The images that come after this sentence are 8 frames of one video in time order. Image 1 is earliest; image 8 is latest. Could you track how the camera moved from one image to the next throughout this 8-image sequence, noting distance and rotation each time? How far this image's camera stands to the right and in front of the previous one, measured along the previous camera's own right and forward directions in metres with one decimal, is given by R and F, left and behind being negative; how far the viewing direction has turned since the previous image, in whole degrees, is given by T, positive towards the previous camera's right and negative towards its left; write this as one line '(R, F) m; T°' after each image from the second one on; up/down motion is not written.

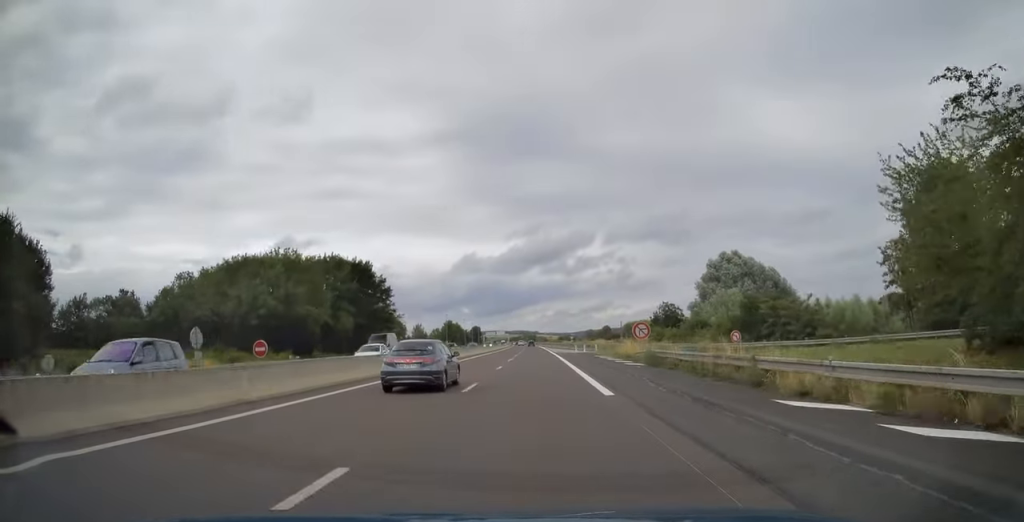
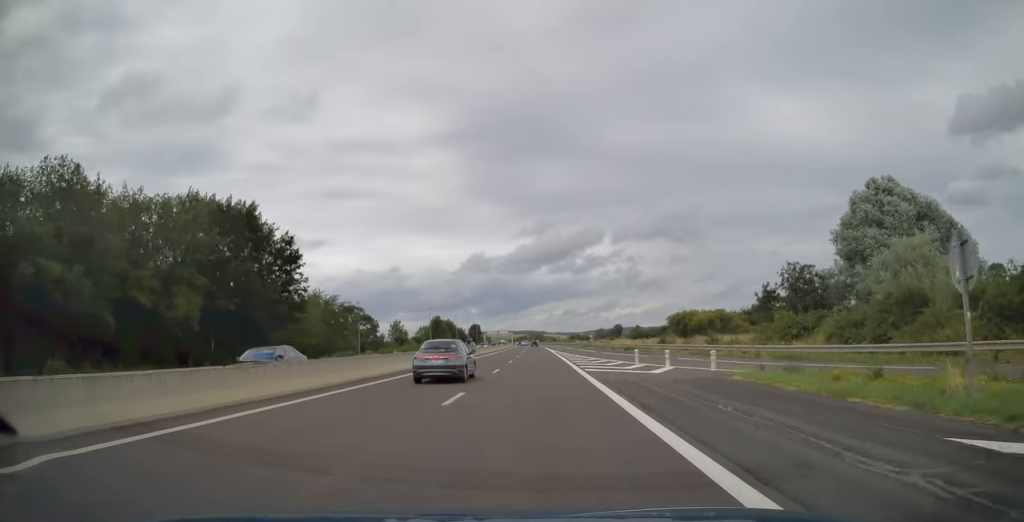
(-0.2, +43.1) m; -1°
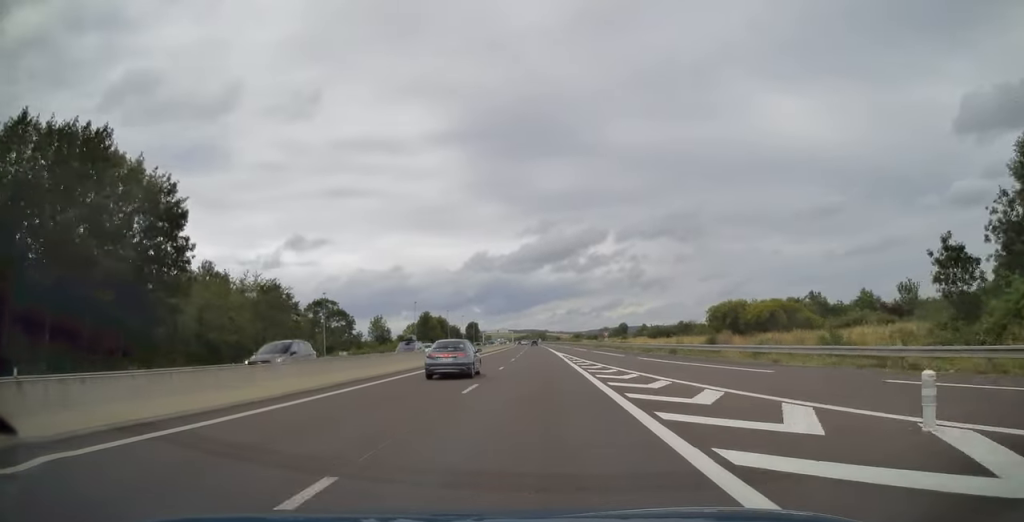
(-0.1, +23.2) m; 0°
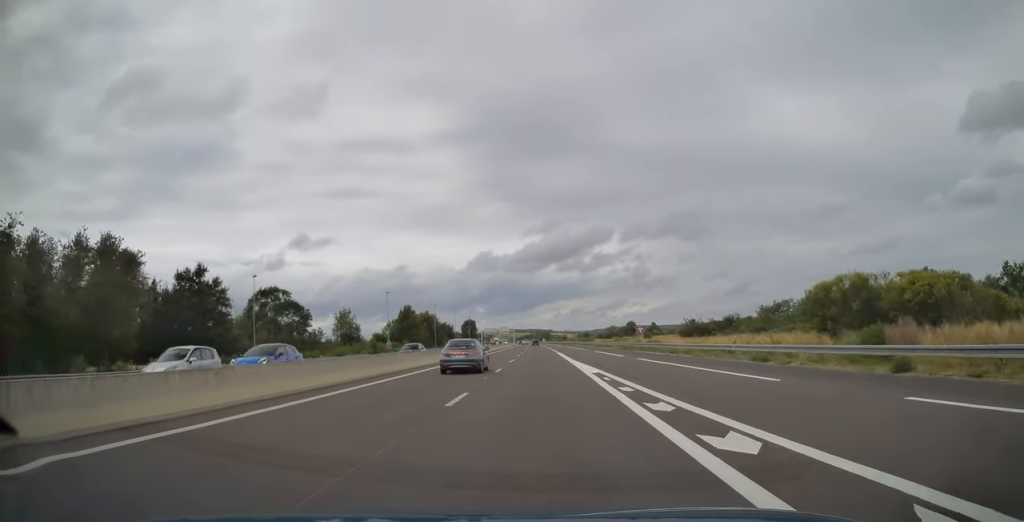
(-0.1, +29.7) m; 0°
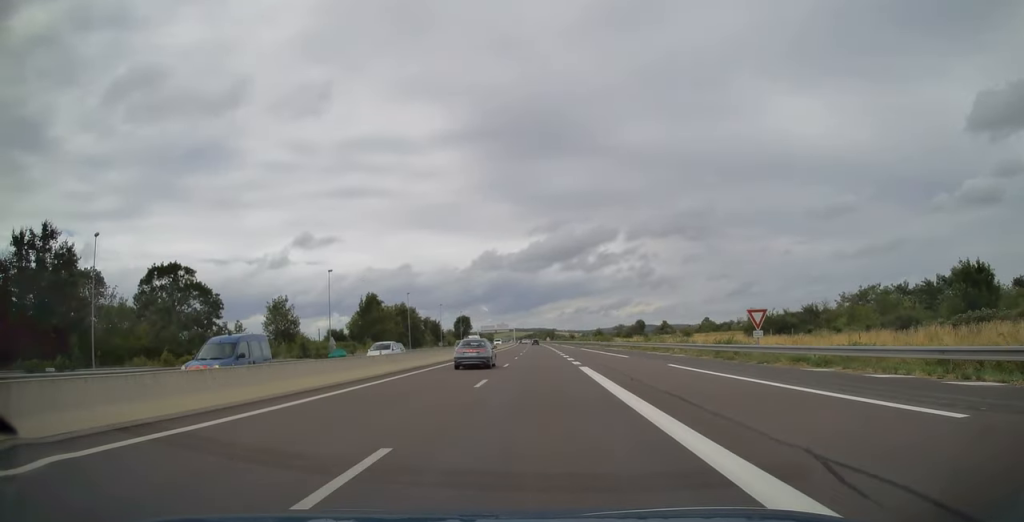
(-0.1, +34.4) m; 0°
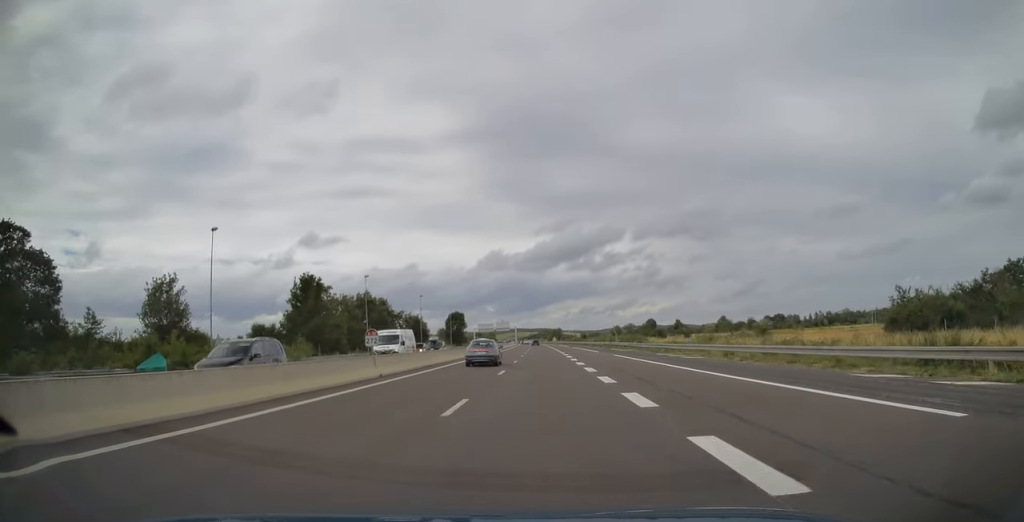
(-0.1, +32.6) m; 0°
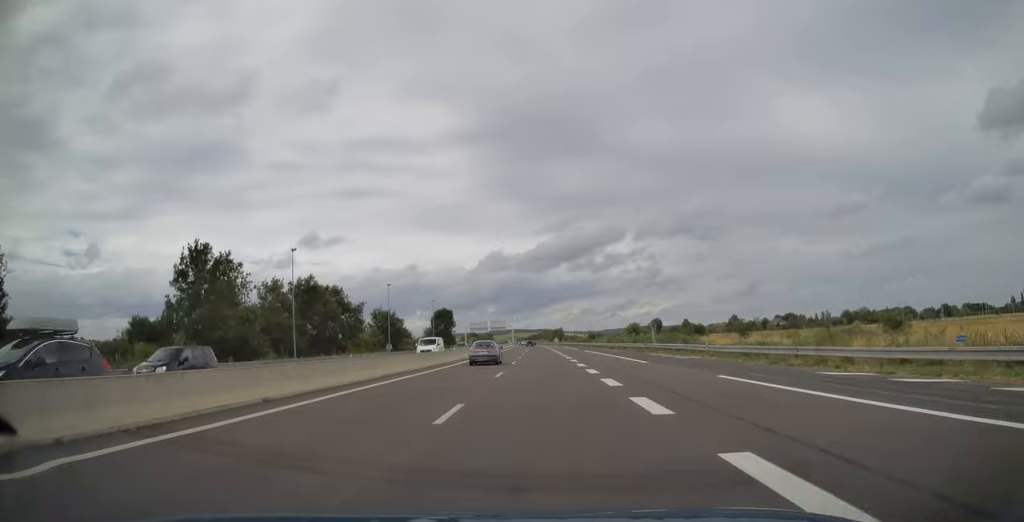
(-0.1, +27.4) m; 0°
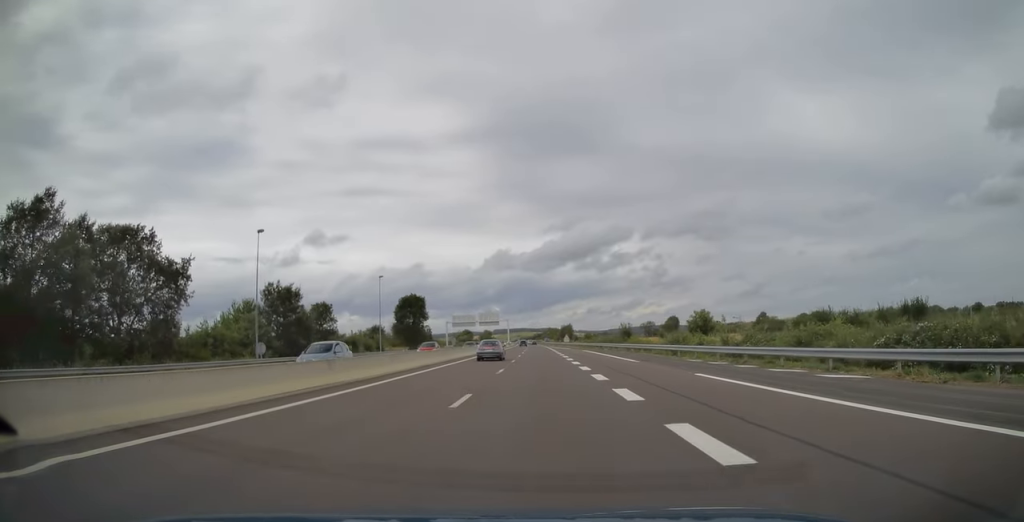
(-0.1, +49.9) m; 0°
